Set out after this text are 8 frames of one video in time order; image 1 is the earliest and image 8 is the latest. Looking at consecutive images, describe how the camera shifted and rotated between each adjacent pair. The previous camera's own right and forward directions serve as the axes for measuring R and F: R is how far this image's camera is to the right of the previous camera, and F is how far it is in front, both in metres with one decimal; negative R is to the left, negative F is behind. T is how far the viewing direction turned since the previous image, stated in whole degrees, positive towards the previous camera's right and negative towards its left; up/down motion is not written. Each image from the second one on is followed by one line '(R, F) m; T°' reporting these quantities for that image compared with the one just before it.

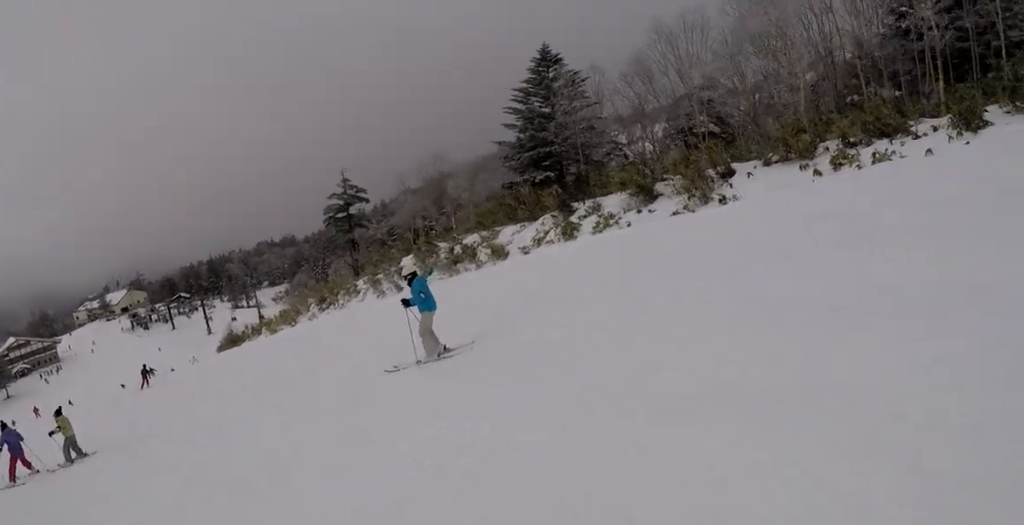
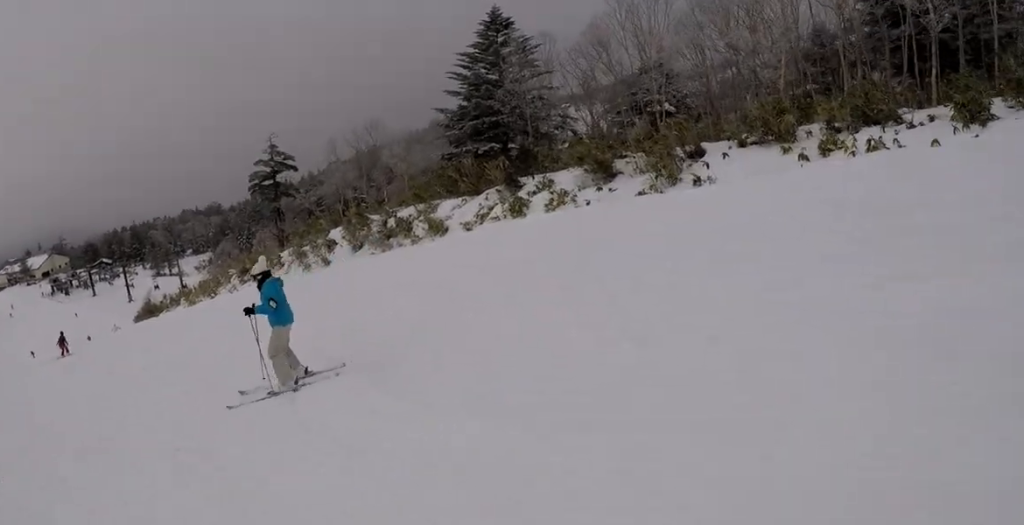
(+0.1, +2.3) m; +9°
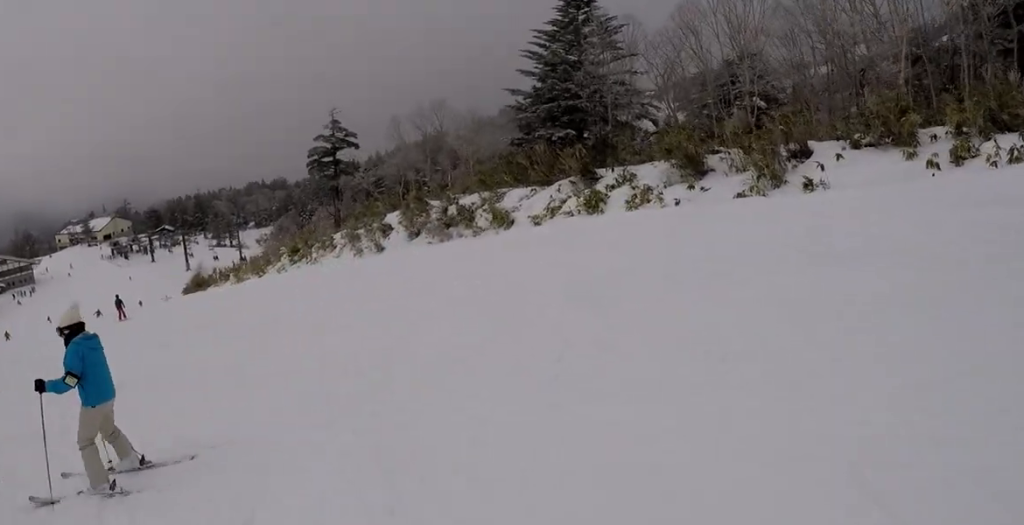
(+1.2, +2.6) m; -3°
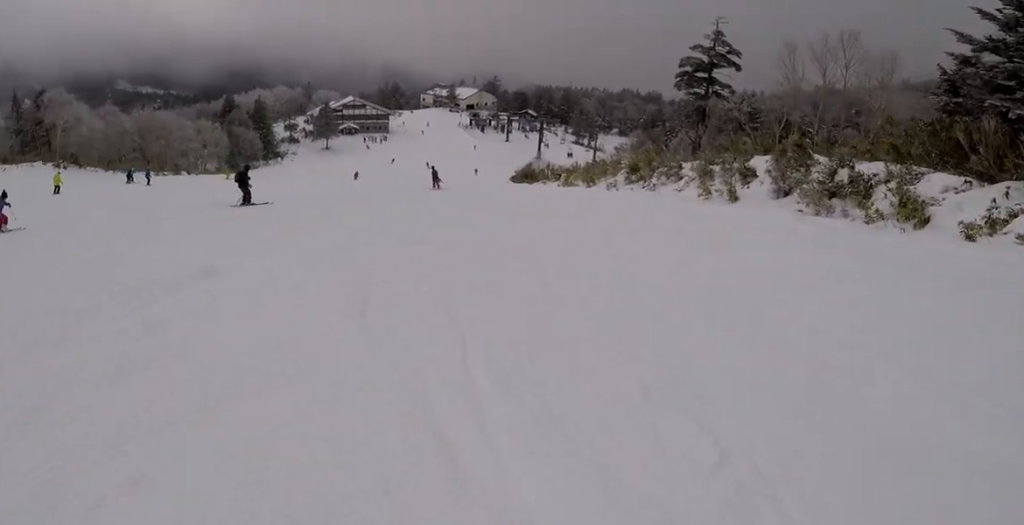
(-3.0, +5.6) m; -47°
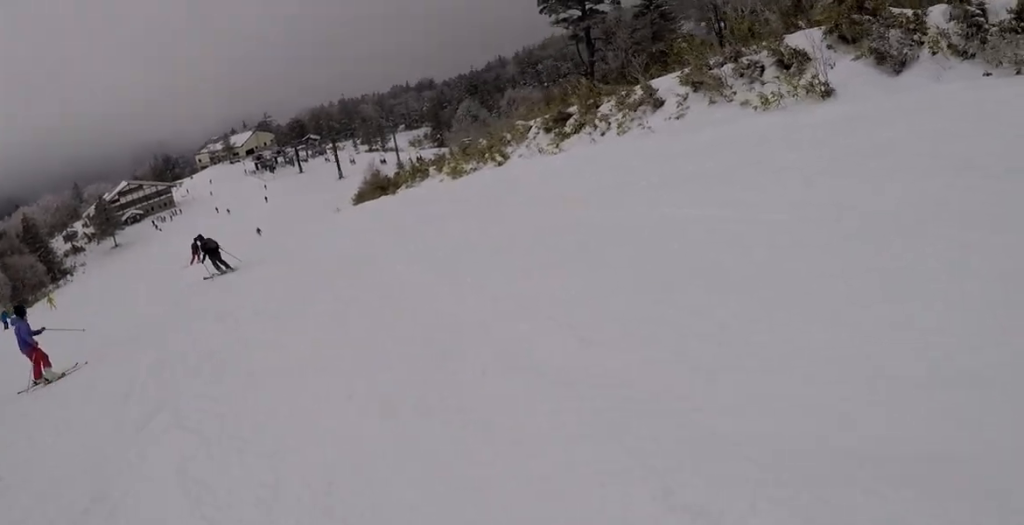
(+0.4, +11.2) m; +14°
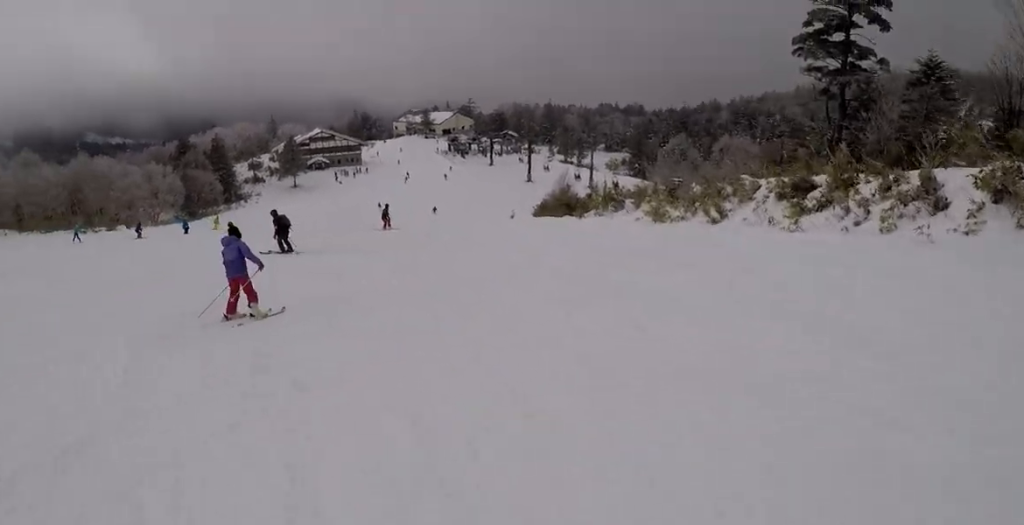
(+0.2, +3.8) m; -2°
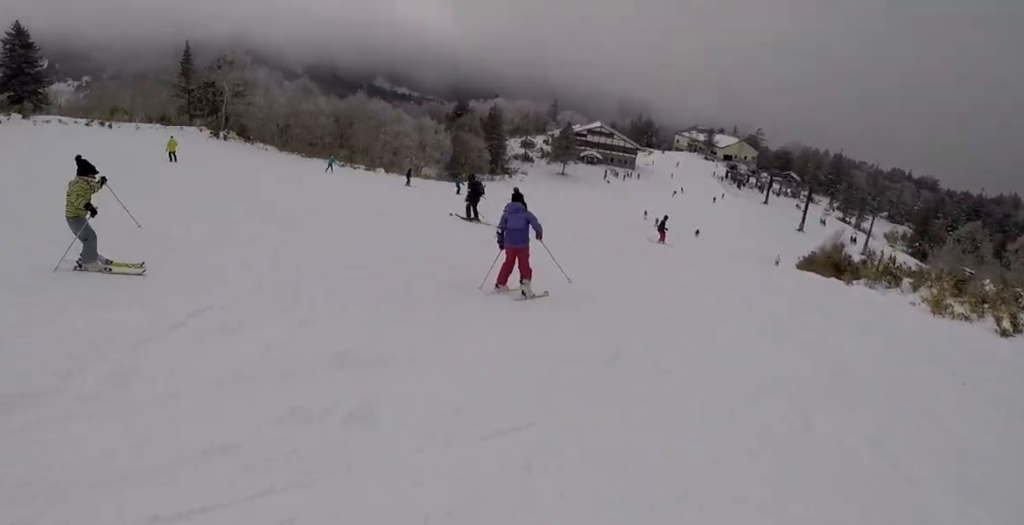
(-0.1, +2.1) m; -5°
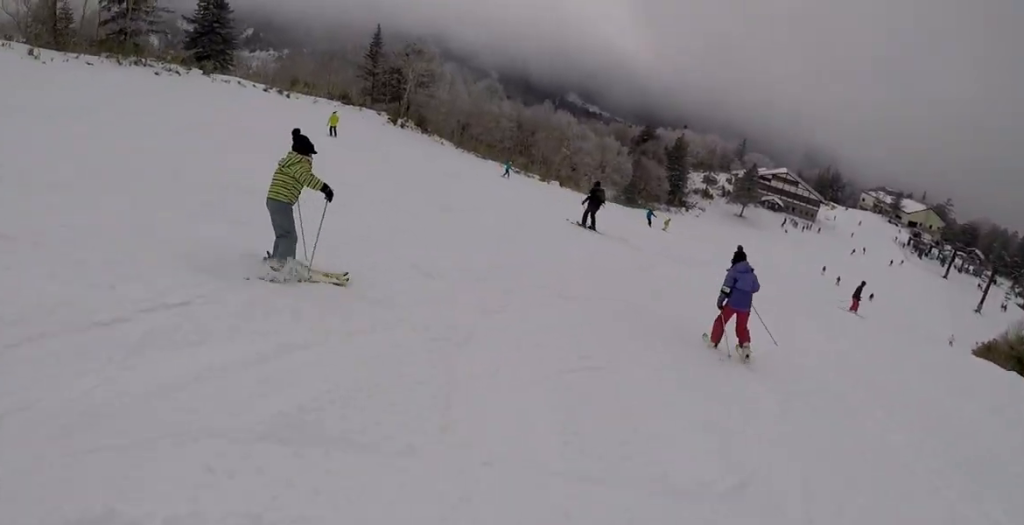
(0.0, +2.1) m; -5°
